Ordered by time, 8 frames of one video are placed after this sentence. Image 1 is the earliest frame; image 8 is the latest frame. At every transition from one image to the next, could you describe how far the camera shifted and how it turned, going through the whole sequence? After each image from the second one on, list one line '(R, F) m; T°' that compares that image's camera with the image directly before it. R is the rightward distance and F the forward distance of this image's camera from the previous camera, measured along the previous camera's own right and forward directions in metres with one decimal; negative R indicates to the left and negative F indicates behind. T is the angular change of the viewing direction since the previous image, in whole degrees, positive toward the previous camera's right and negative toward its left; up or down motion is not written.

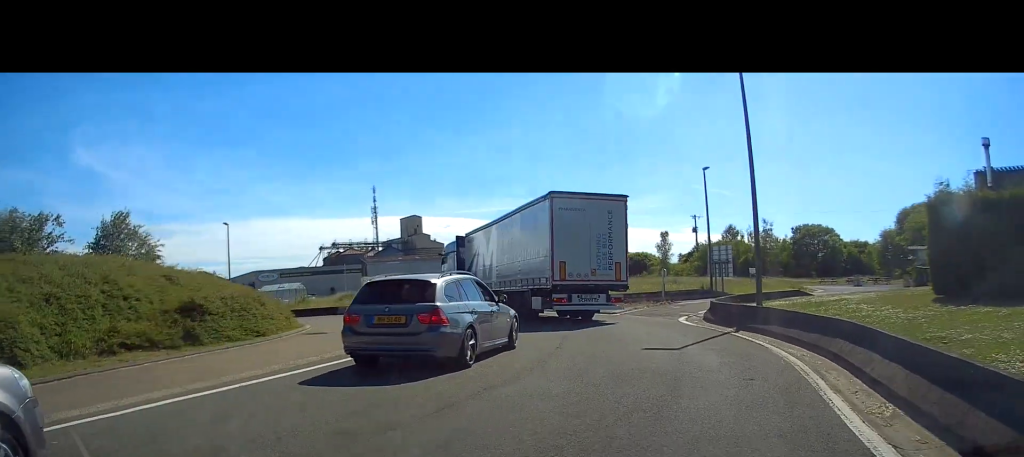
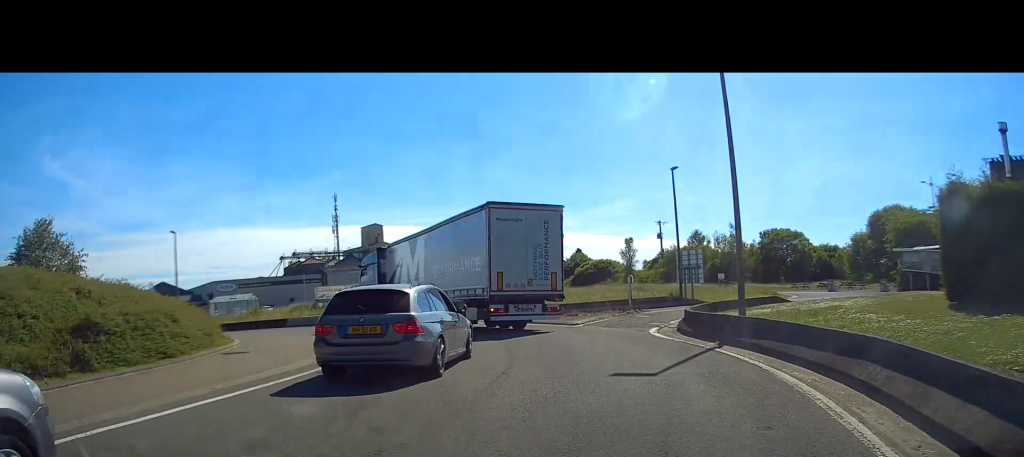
(0.0, +2.3) m; +1°
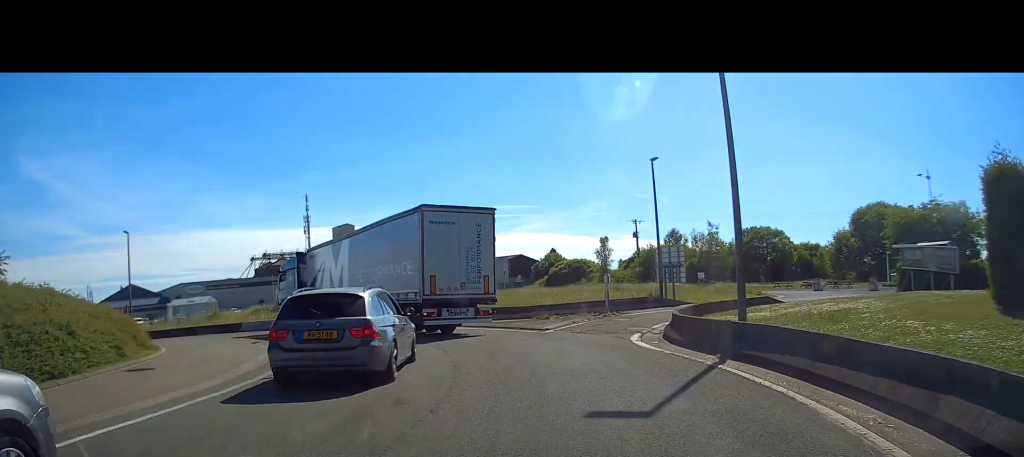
(0.0, +2.6) m; +2°
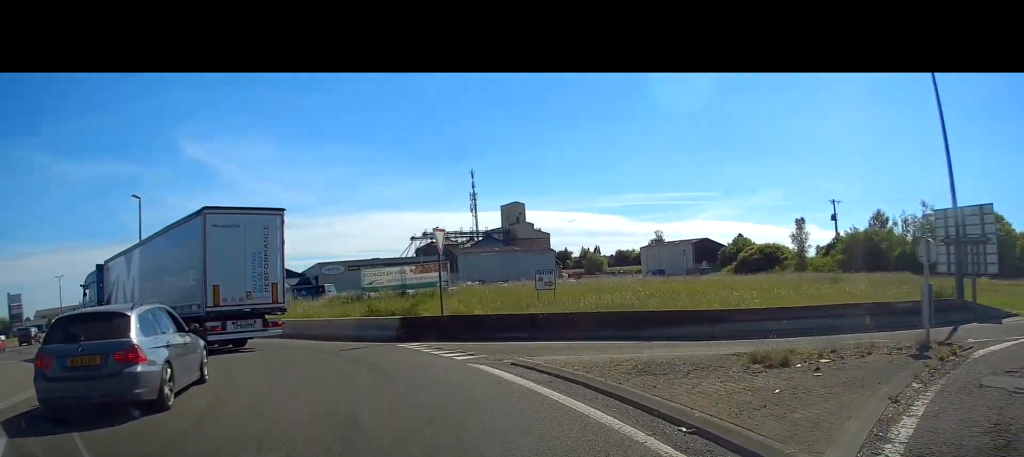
(-0.3, +16.1) m; -14°
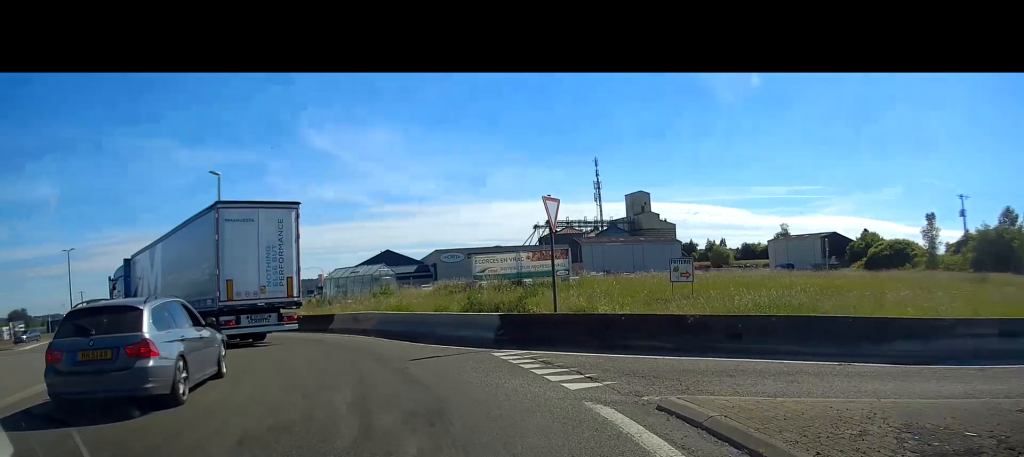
(-0.1, +4.3) m; -13°
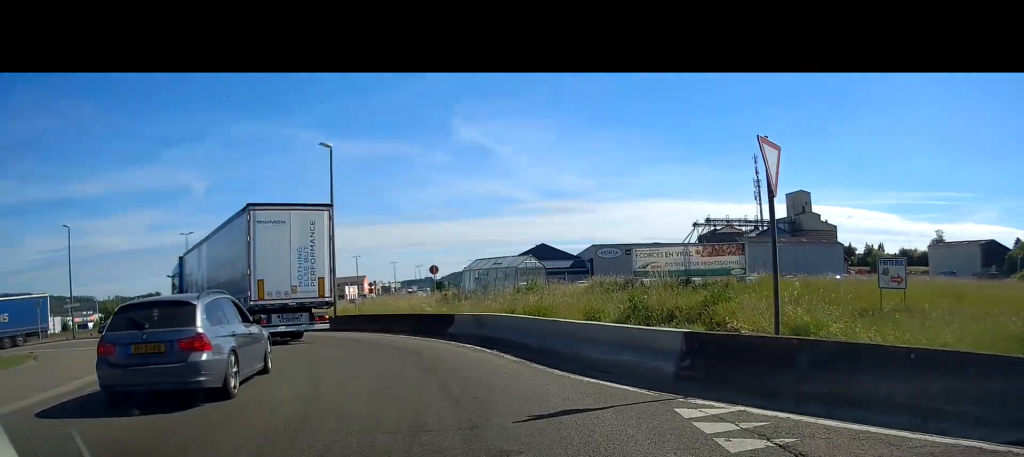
(-1.2, +5.5) m; -11°
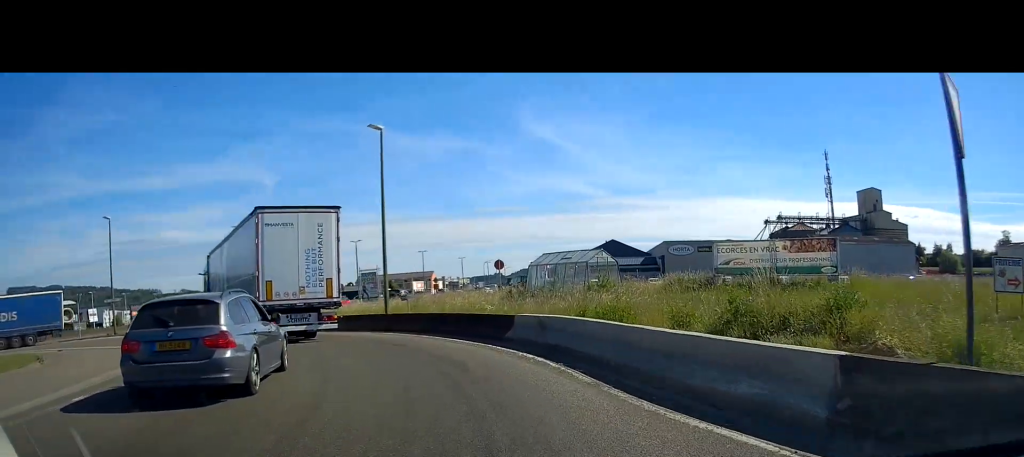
(-0.1, +3.0) m; -5°
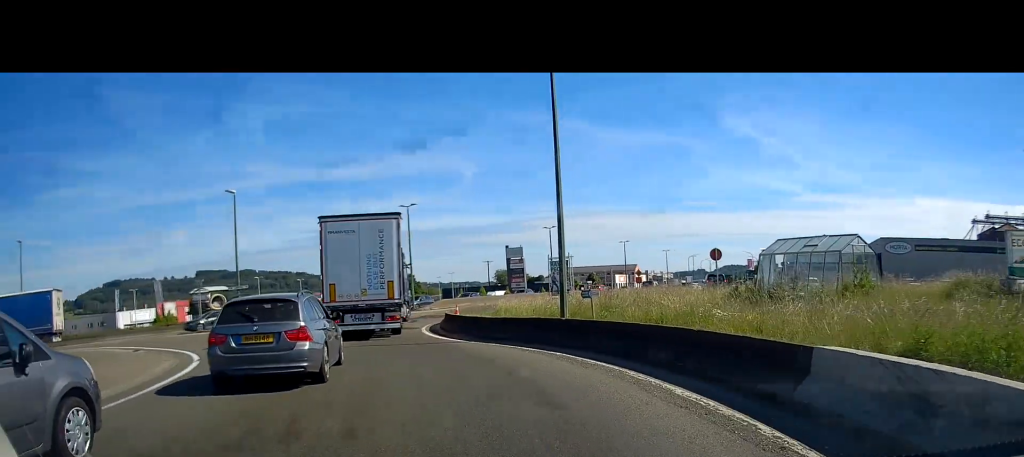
(-1.2, +9.3) m; -18°
